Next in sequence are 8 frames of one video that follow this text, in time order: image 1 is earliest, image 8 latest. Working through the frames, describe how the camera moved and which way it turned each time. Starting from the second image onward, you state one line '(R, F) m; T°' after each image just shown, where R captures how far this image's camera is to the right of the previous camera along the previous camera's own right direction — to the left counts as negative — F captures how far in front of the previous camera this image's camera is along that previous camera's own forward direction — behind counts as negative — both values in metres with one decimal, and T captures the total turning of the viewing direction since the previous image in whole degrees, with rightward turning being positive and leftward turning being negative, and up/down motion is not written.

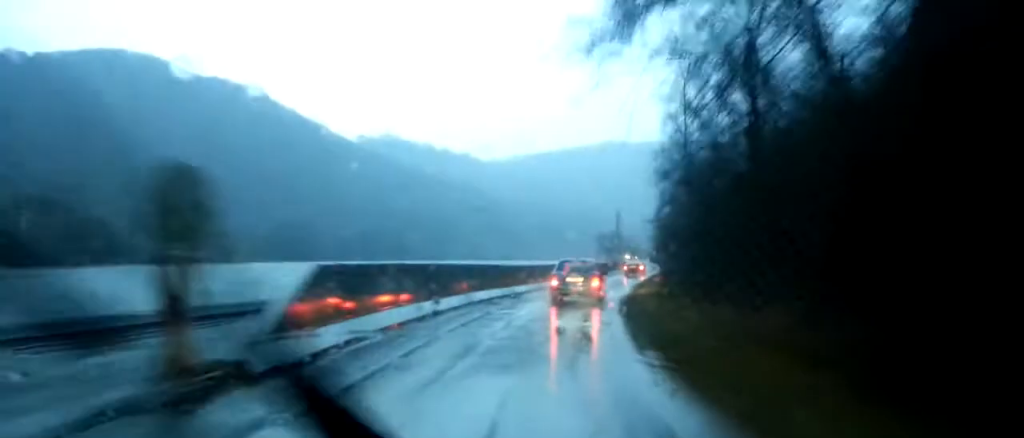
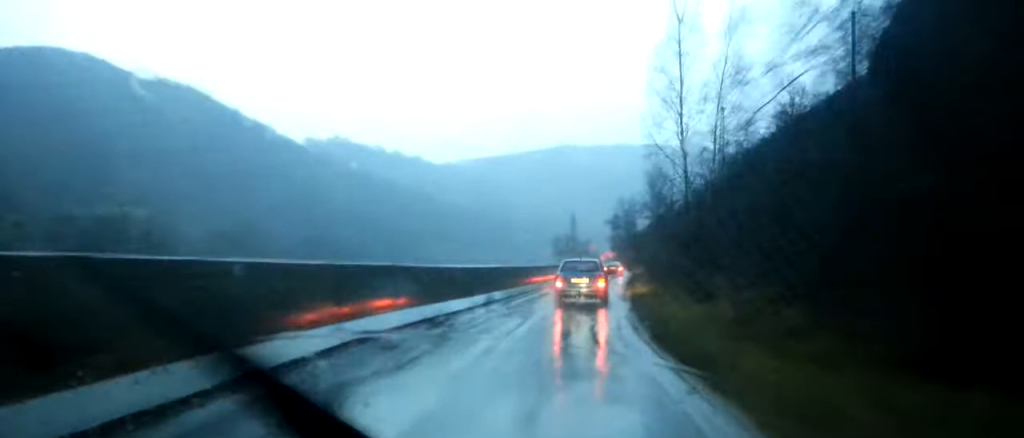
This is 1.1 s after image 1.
(+0.4, +12.2) m; +4°
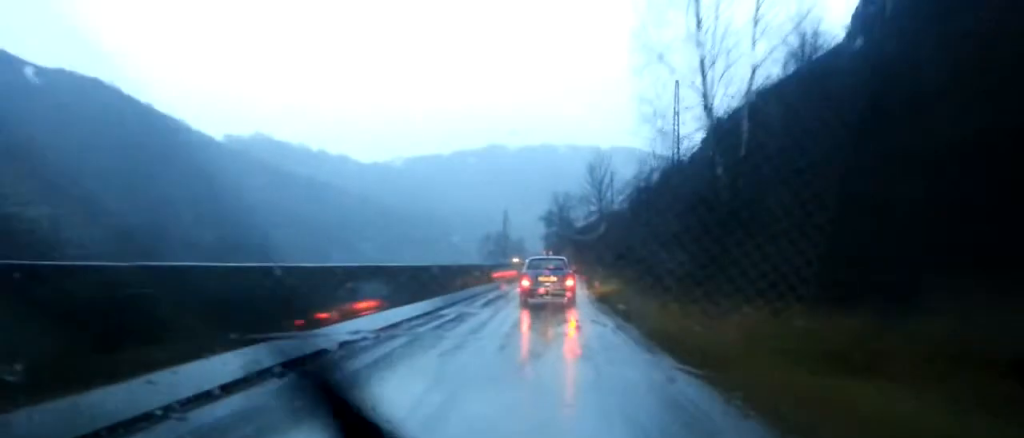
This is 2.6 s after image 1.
(+0.4, +16.8) m; +2°
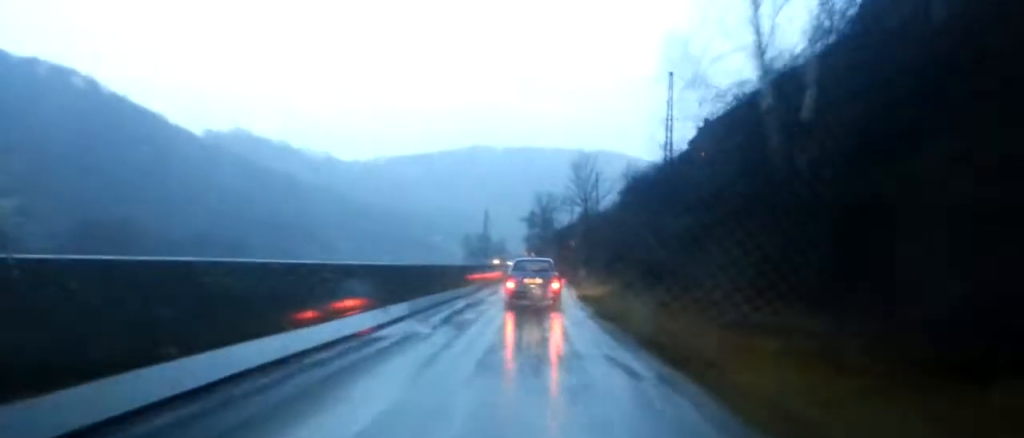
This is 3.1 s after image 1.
(0.0, +6.3) m; 0°
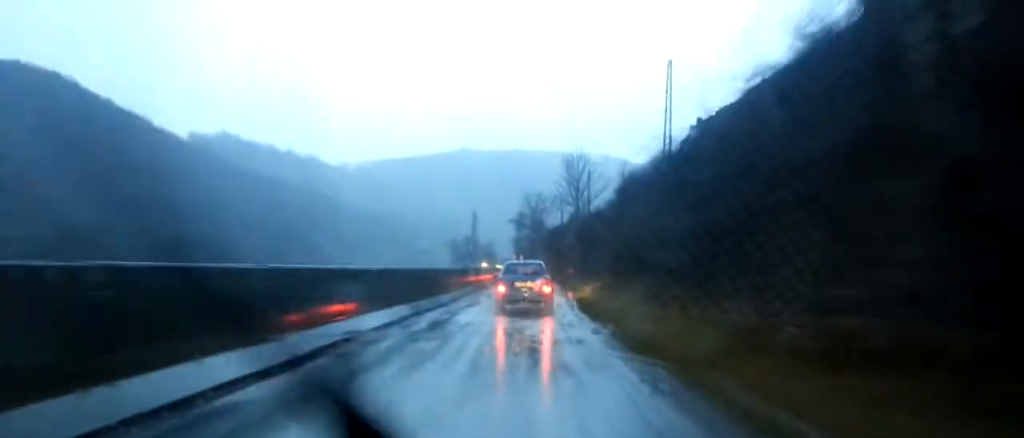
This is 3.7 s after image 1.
(0.0, +6.4) m; 0°
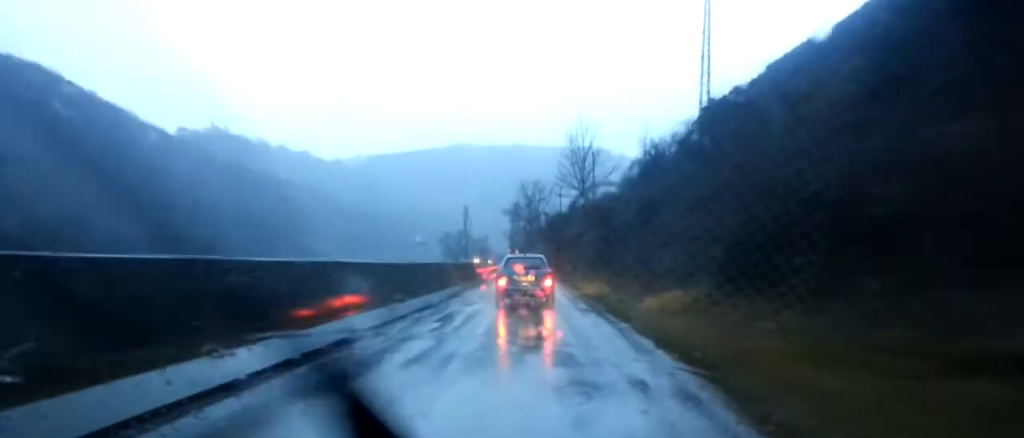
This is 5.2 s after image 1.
(+0.1, +18.4) m; +4°
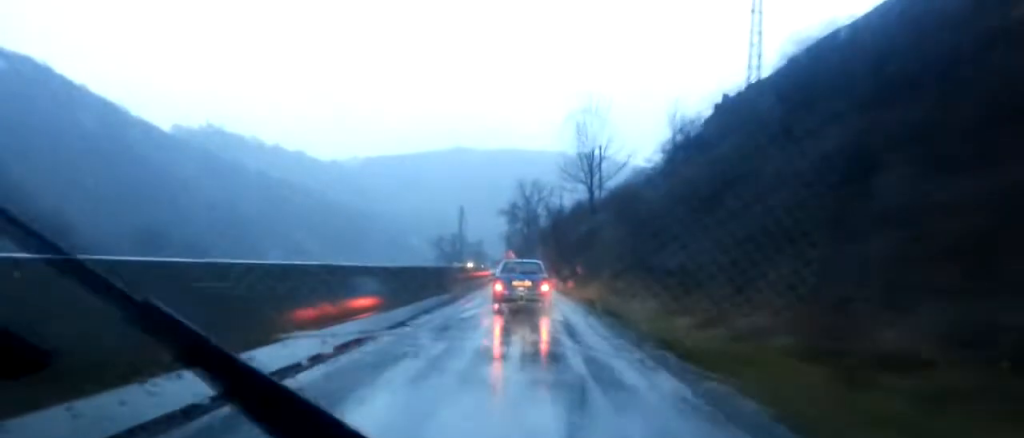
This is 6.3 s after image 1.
(+0.9, +13.3) m; +3°
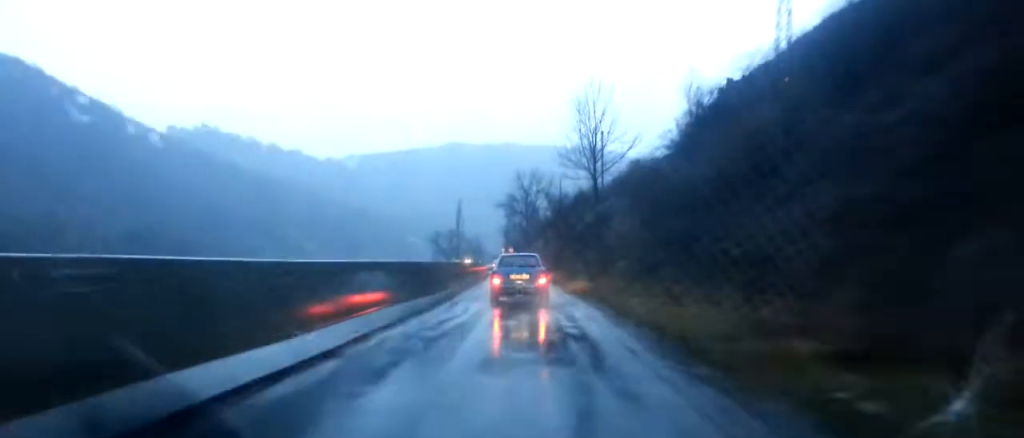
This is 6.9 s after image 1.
(-0.1, +6.2) m; -1°
